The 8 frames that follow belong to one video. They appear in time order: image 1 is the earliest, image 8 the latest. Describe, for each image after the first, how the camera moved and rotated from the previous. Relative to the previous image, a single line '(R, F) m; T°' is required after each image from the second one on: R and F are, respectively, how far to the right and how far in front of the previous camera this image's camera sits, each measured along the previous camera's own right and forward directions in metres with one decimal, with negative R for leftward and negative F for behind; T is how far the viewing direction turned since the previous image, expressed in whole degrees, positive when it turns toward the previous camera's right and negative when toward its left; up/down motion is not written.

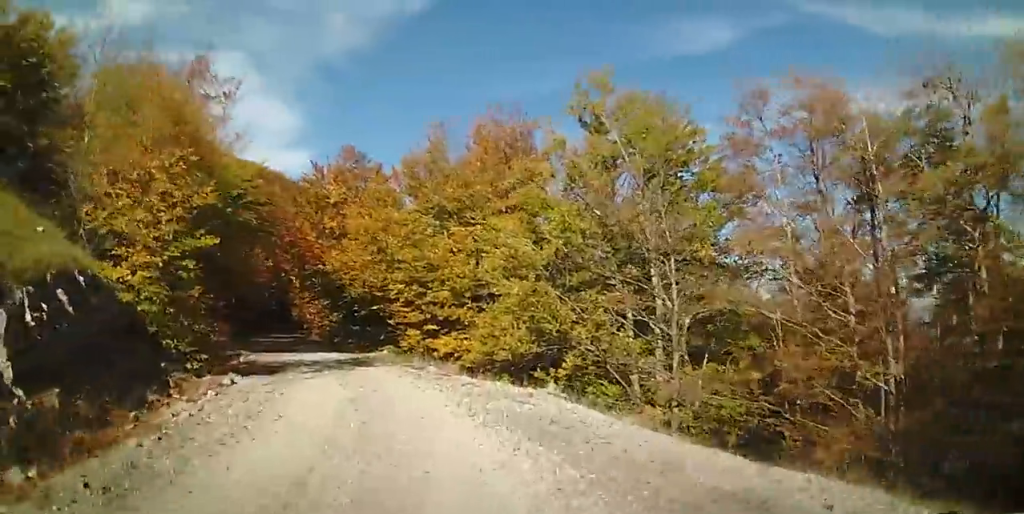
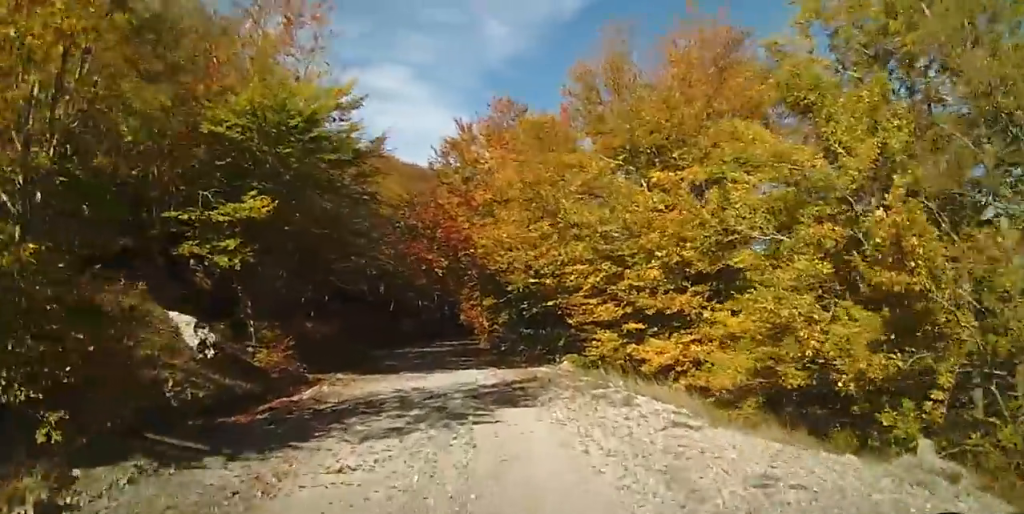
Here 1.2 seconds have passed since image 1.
(-1.1, +7.5) m; -23°
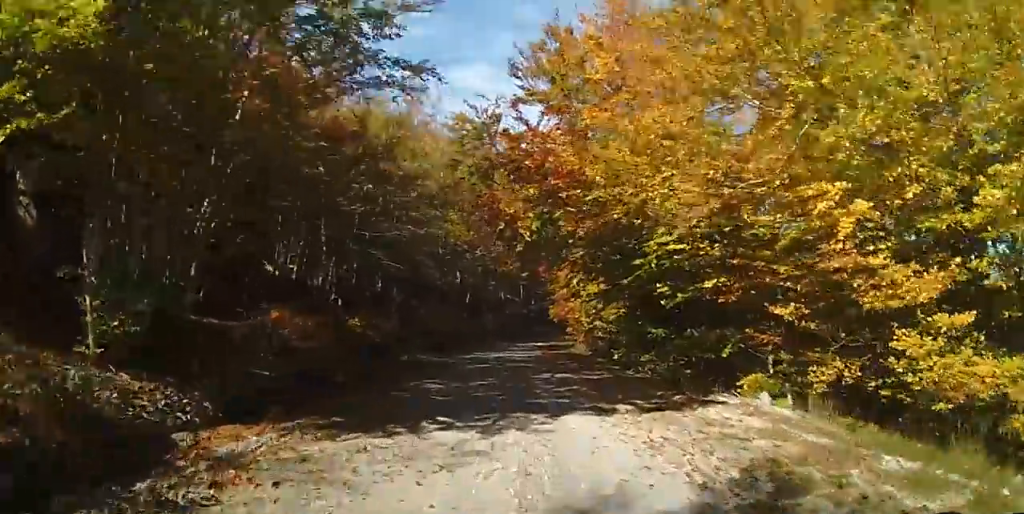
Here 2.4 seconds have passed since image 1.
(-1.8, +8.4) m; -15°
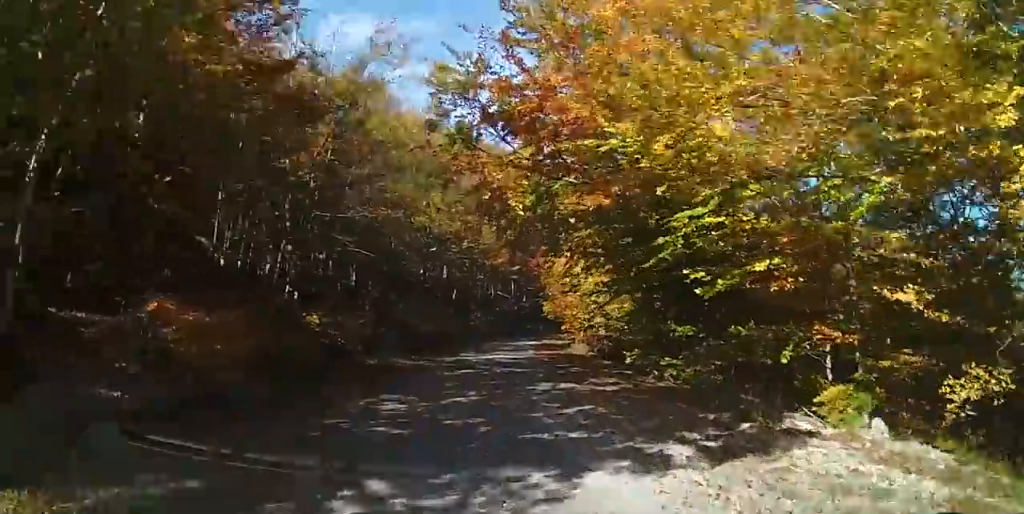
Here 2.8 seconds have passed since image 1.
(+0.1, +3.2) m; -2°
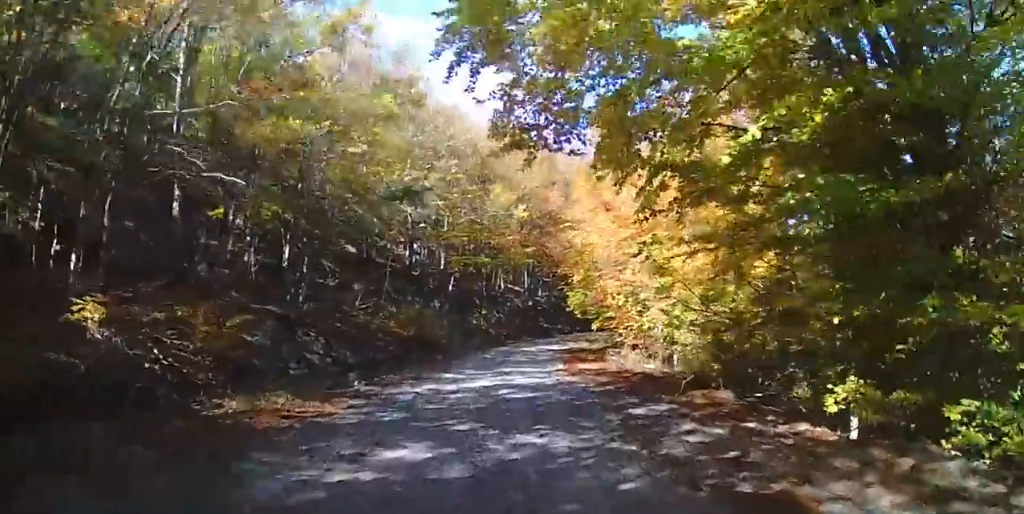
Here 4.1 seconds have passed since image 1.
(-0.6, +9.5) m; -2°
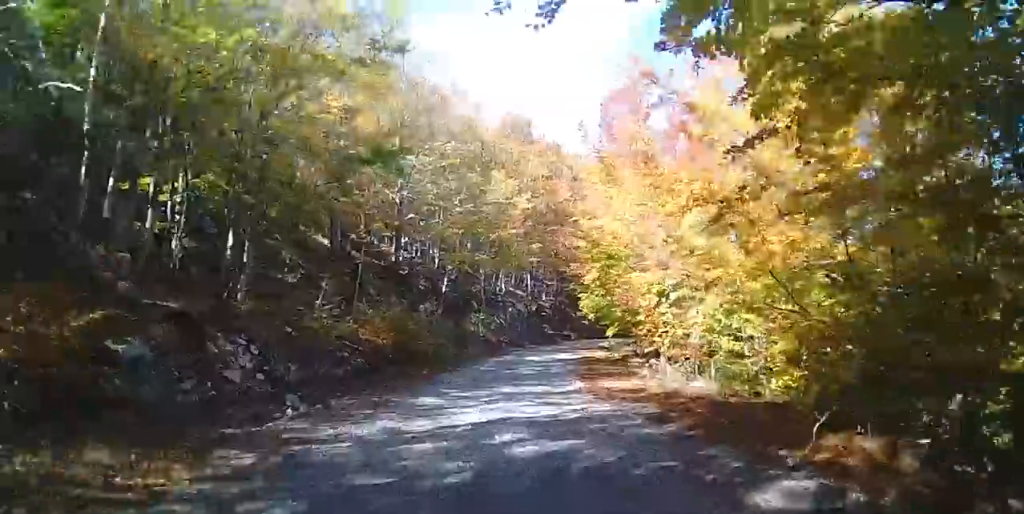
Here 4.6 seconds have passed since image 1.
(+0.1, +4.1) m; +1°
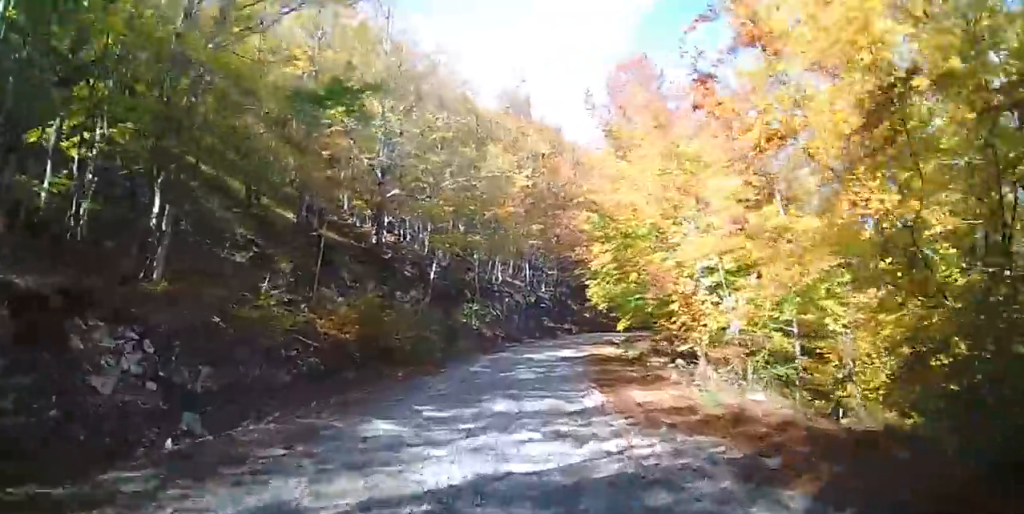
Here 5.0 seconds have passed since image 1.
(0.0, +3.3) m; +1°
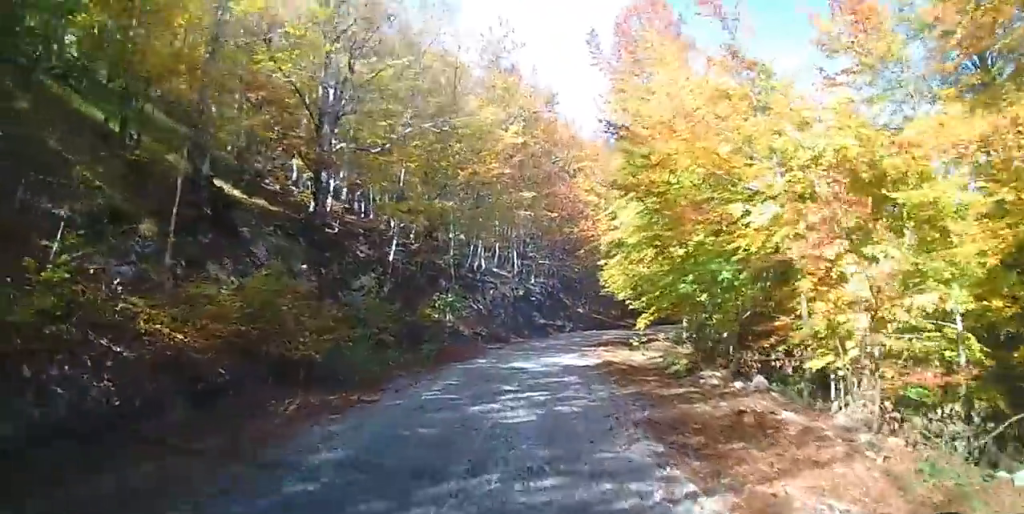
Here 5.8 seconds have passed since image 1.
(0.0, +5.9) m; 0°
